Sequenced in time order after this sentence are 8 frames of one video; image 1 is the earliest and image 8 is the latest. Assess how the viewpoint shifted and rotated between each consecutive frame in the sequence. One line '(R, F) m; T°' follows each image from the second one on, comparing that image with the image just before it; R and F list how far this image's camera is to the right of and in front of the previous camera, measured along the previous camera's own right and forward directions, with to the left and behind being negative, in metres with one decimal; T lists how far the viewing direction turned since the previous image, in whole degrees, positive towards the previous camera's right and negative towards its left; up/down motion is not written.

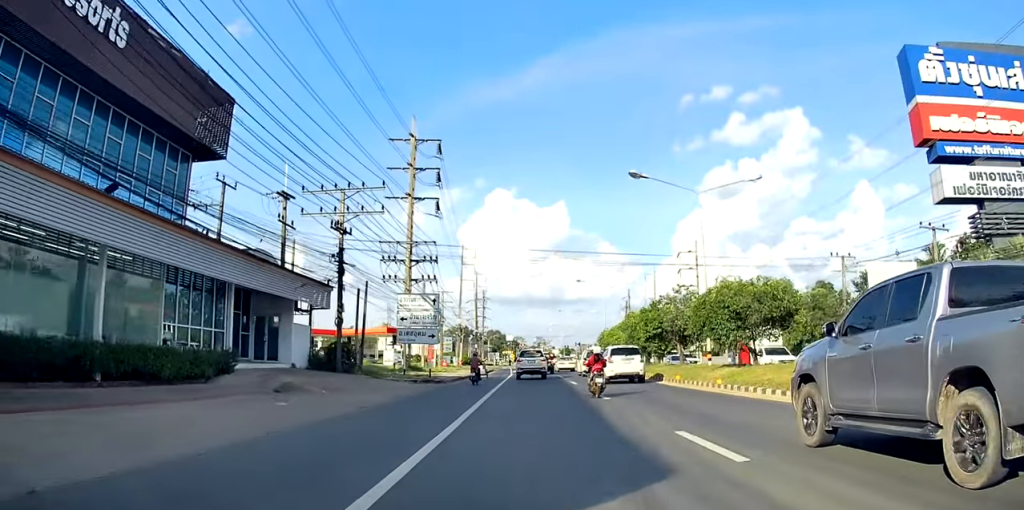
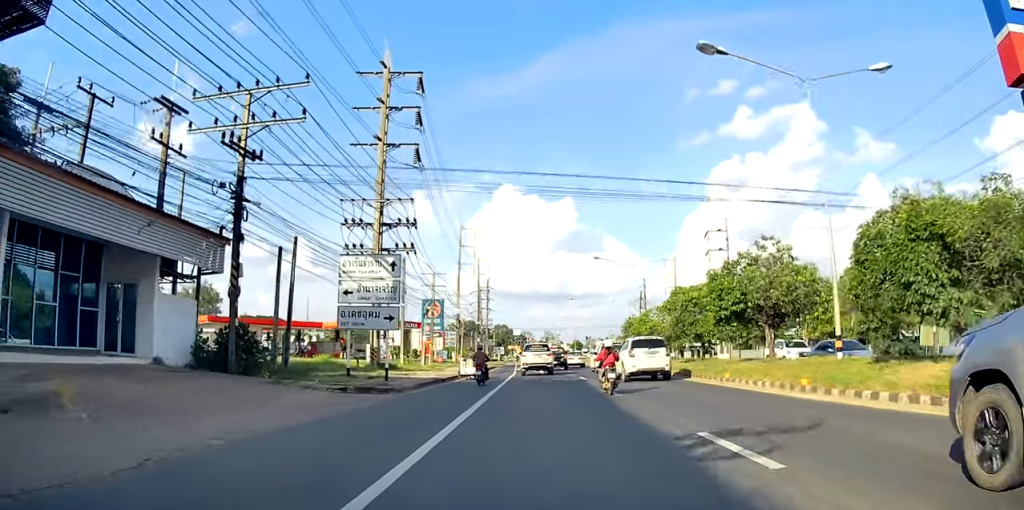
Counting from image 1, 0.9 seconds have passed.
(+0.1, +12.6) m; -2°
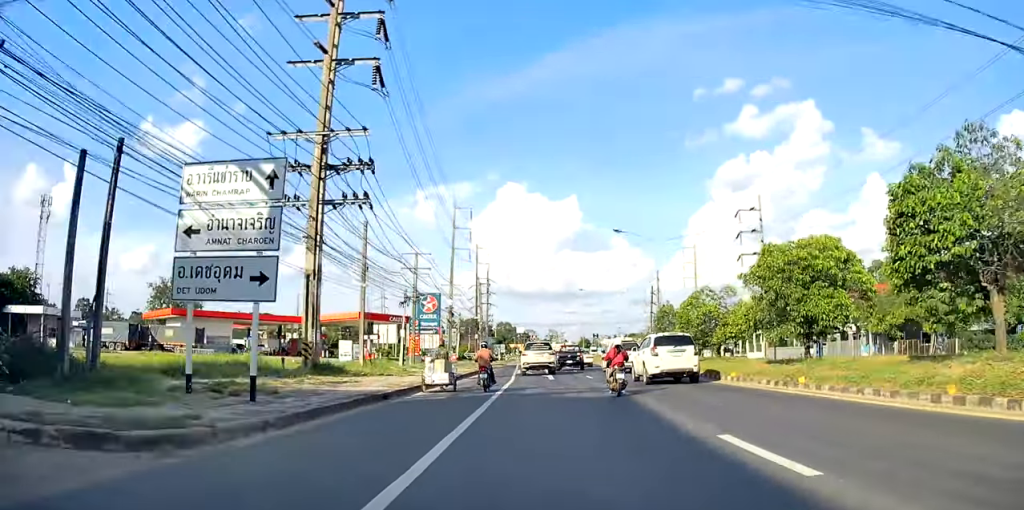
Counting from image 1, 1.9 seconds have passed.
(-0.5, +13.5) m; -2°
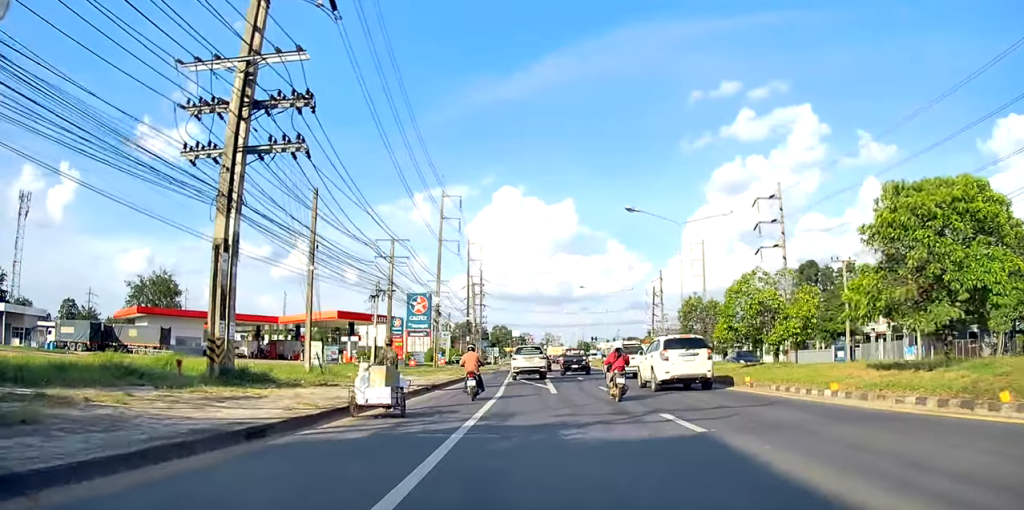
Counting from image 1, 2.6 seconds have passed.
(0.0, +9.2) m; 0°
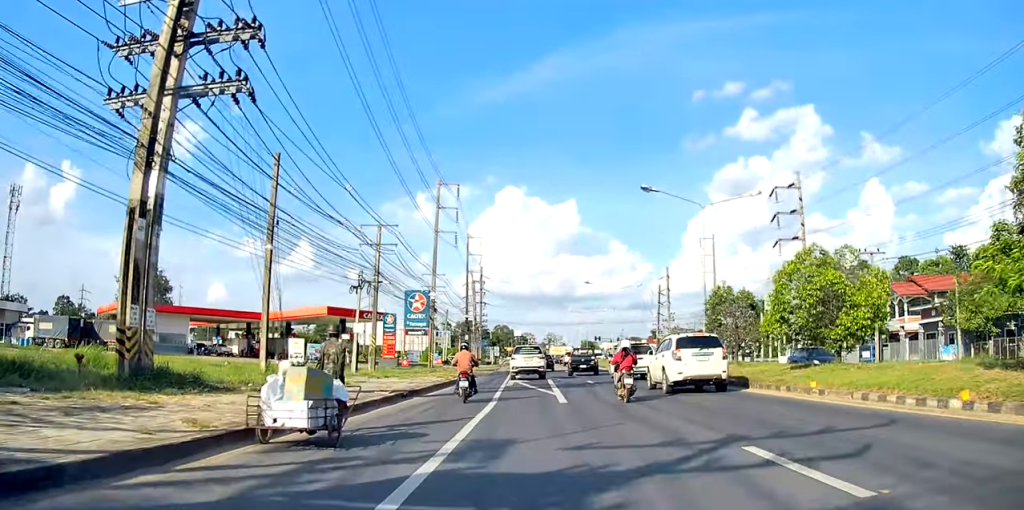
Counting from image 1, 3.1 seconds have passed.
(+0.2, +5.2) m; 0°
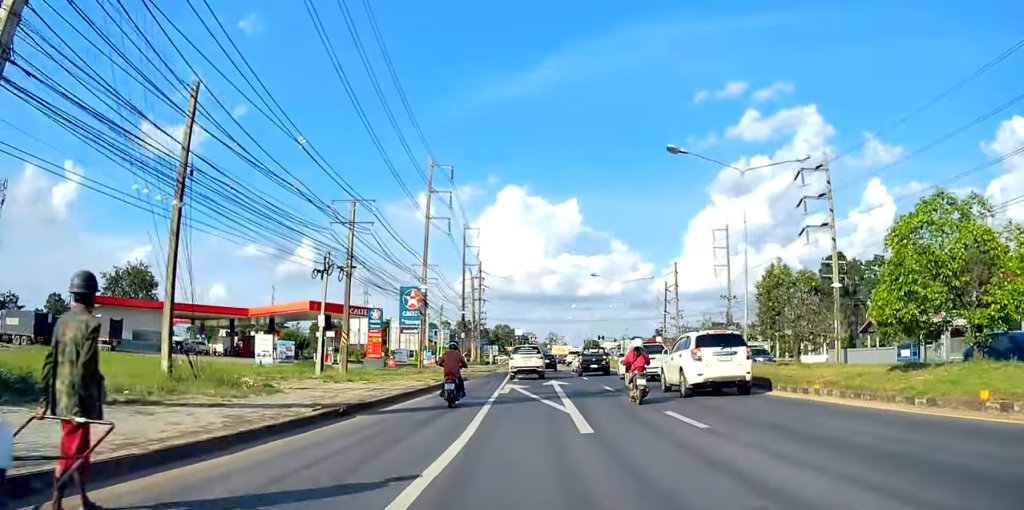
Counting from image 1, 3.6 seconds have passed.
(-0.1, +6.5) m; 0°
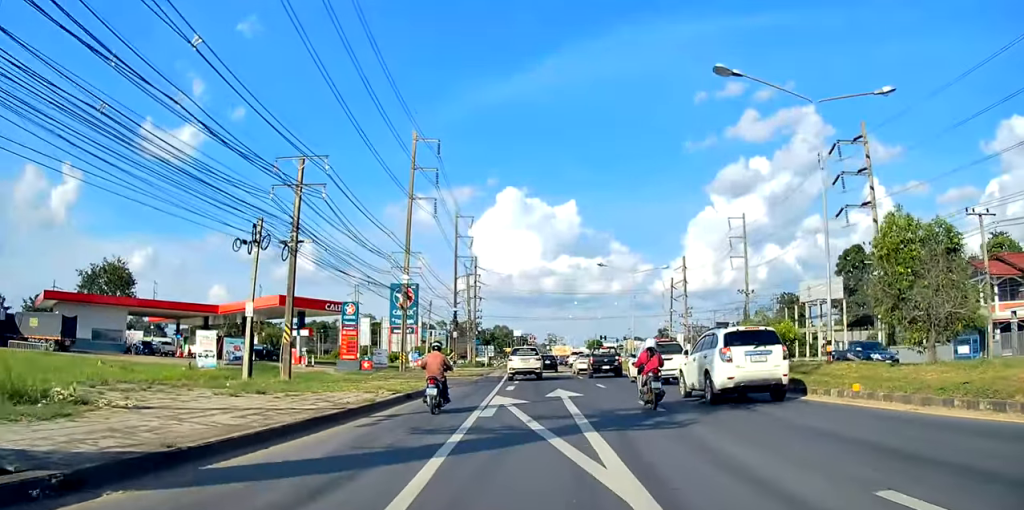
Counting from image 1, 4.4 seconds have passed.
(-0.2, +8.5) m; -1°
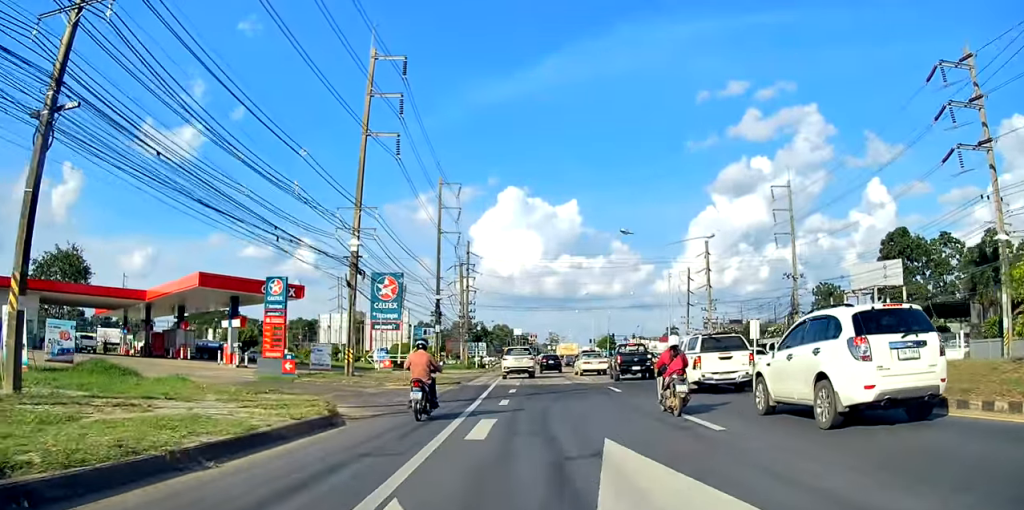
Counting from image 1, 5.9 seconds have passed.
(+0.4, +16.4) m; +2°
